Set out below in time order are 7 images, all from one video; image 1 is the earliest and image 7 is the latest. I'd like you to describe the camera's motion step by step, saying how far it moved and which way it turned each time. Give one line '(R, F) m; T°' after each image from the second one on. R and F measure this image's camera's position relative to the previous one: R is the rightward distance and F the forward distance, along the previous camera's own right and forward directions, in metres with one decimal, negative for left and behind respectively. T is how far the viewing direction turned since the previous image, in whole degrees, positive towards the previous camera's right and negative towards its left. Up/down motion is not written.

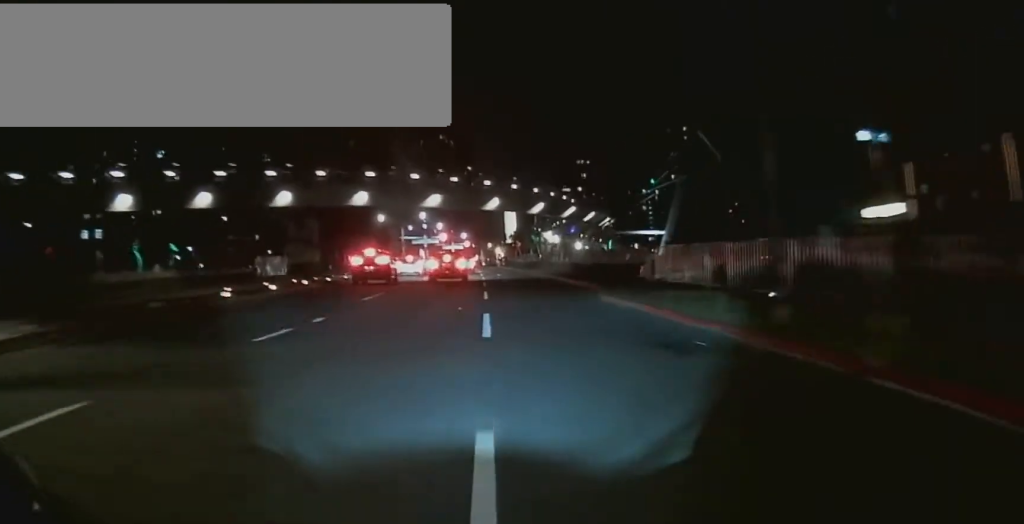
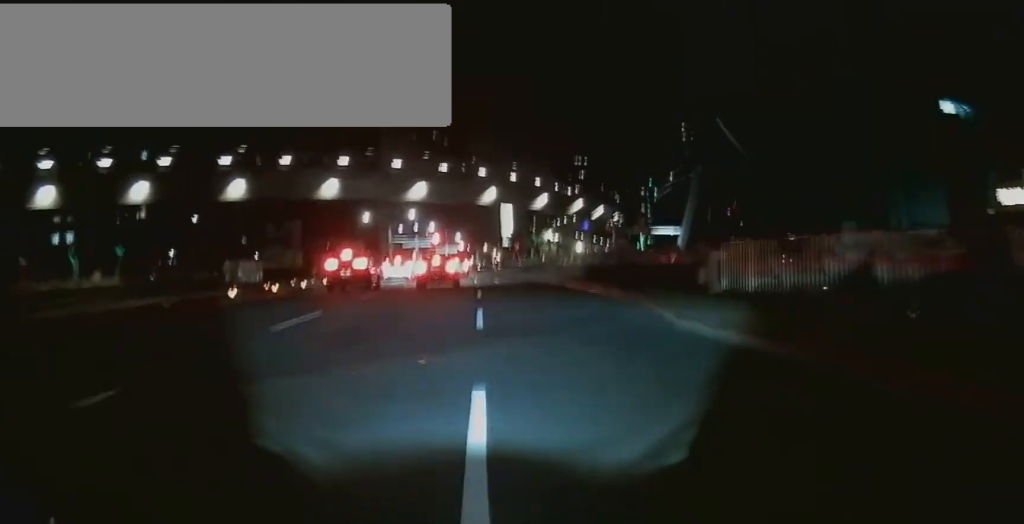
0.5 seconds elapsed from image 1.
(-0.4, +7.4) m; +2°
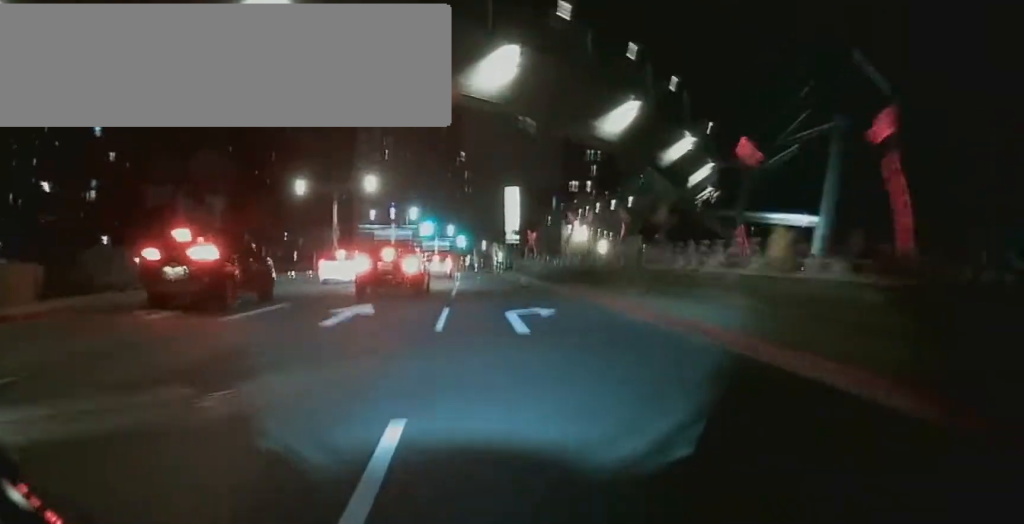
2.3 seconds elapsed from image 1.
(+1.7, +30.2) m; +3°
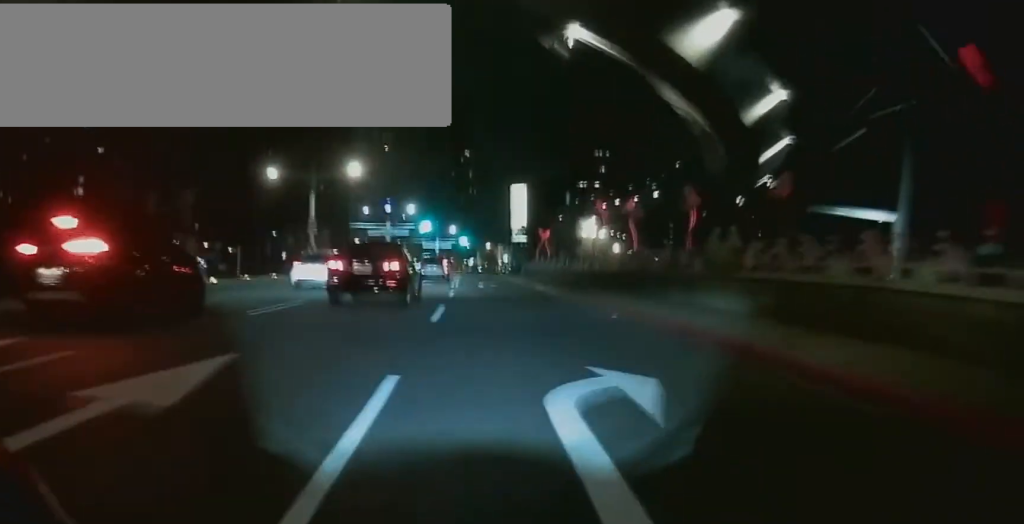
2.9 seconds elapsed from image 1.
(-0.1, +9.9) m; -4°
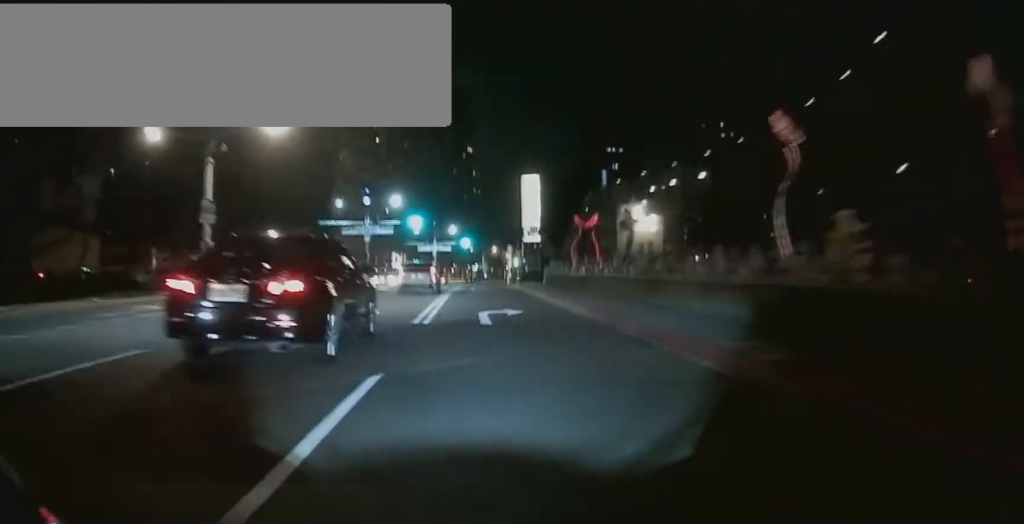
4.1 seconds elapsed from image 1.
(-0.9, +22.3) m; +2°
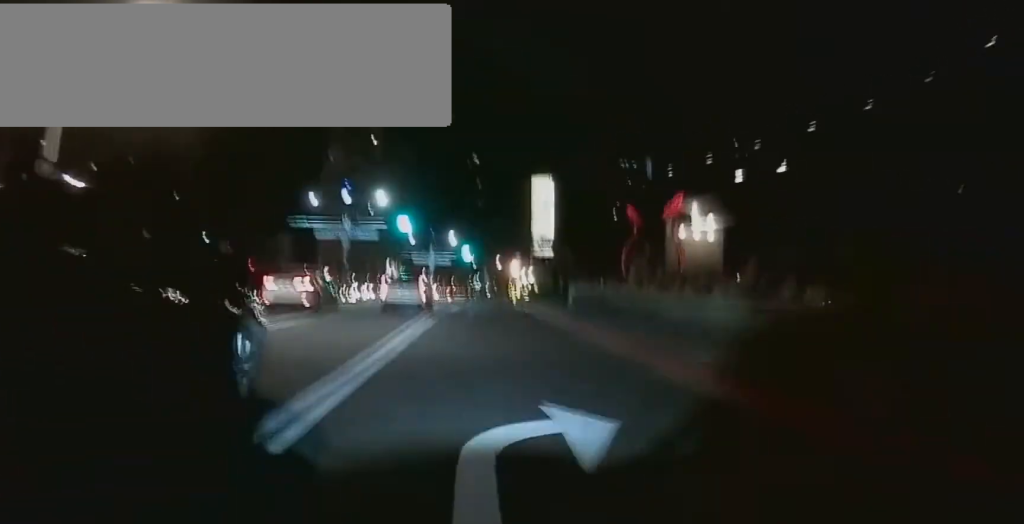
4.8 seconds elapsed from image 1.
(+1.5, +13.8) m; 0°
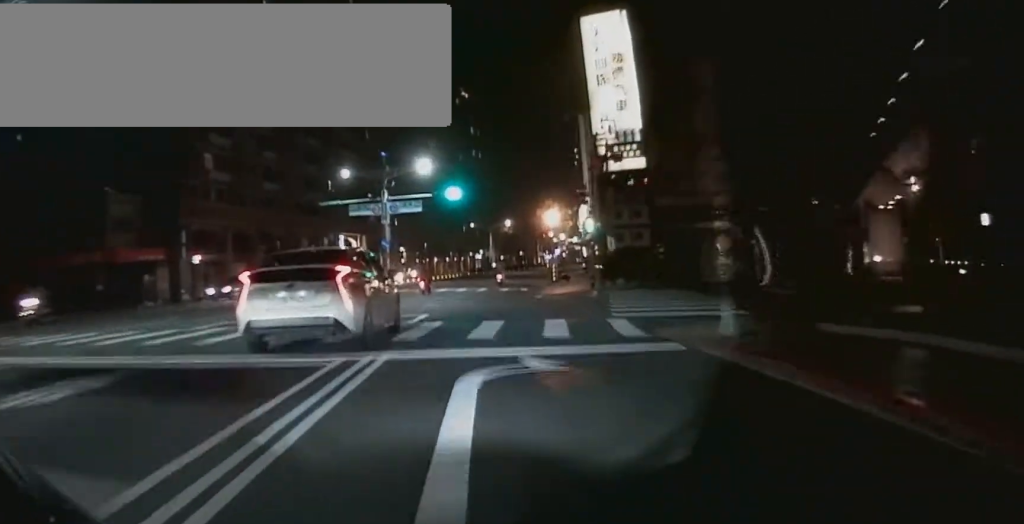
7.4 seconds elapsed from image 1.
(+2.2, +50.1) m; +5°
